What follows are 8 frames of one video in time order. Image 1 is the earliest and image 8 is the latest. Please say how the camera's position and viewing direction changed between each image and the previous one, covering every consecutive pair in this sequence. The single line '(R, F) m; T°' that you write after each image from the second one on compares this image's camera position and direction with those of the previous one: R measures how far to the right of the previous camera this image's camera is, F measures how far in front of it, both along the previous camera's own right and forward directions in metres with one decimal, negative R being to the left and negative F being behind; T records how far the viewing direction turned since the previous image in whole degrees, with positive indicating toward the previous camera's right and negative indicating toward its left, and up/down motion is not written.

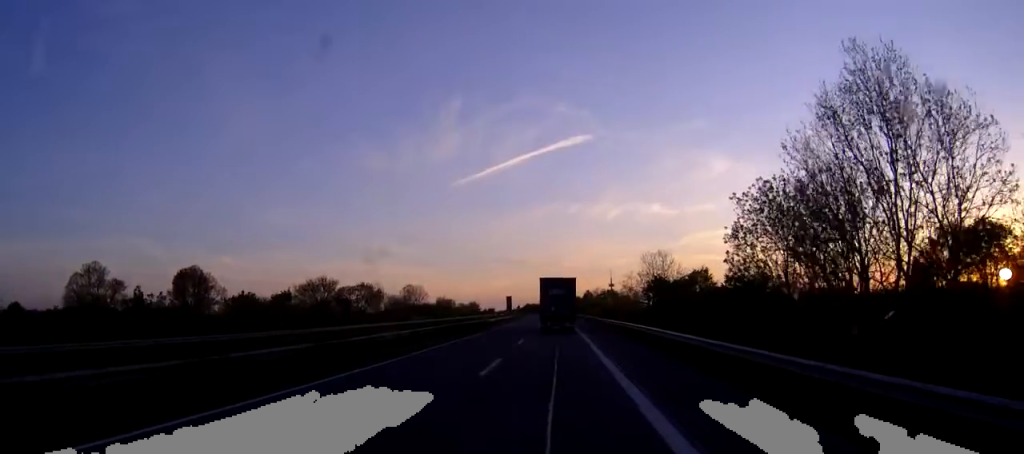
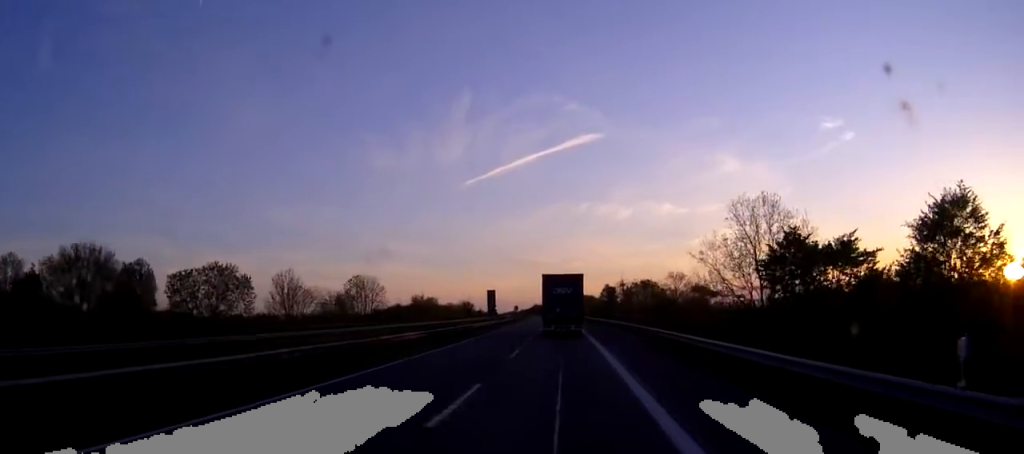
(-0.3, +44.2) m; -1°
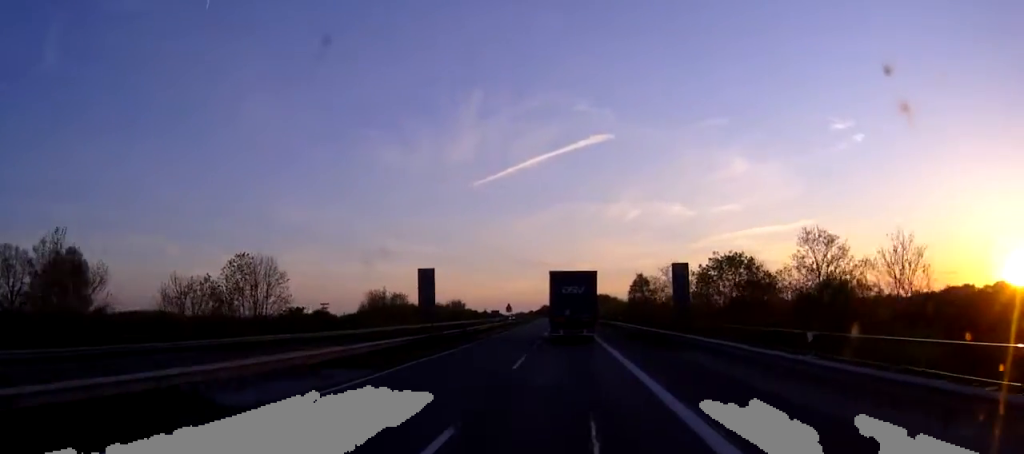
(-0.1, +42.3) m; -1°
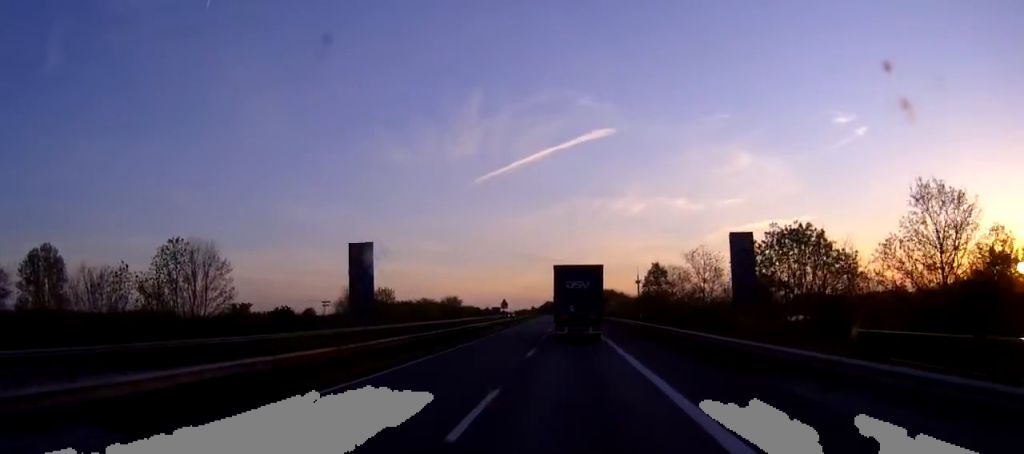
(0.0, +12.9) m; 0°
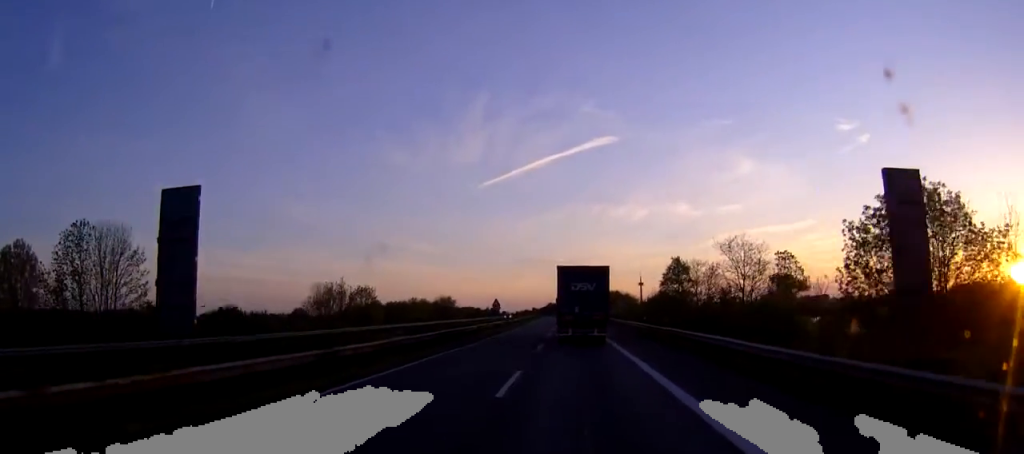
(-0.1, +12.9) m; 0°
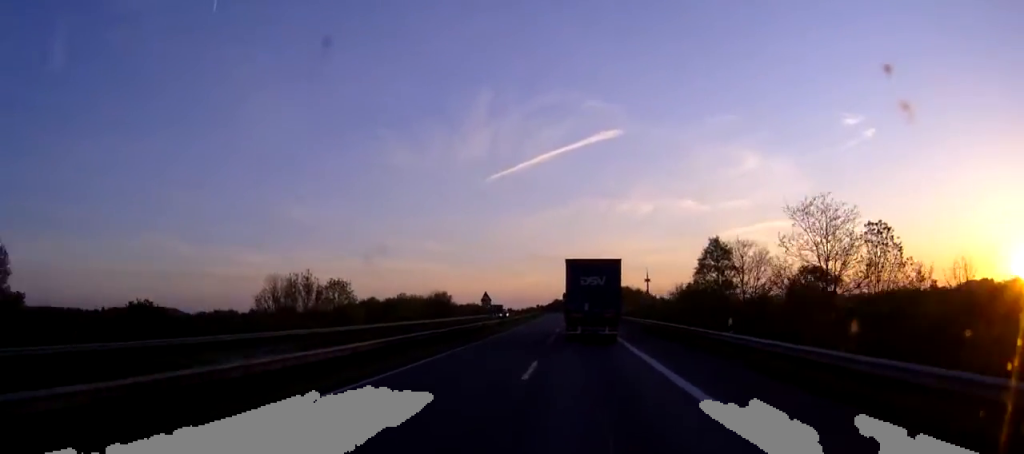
(0.0, +14.7) m; 0°
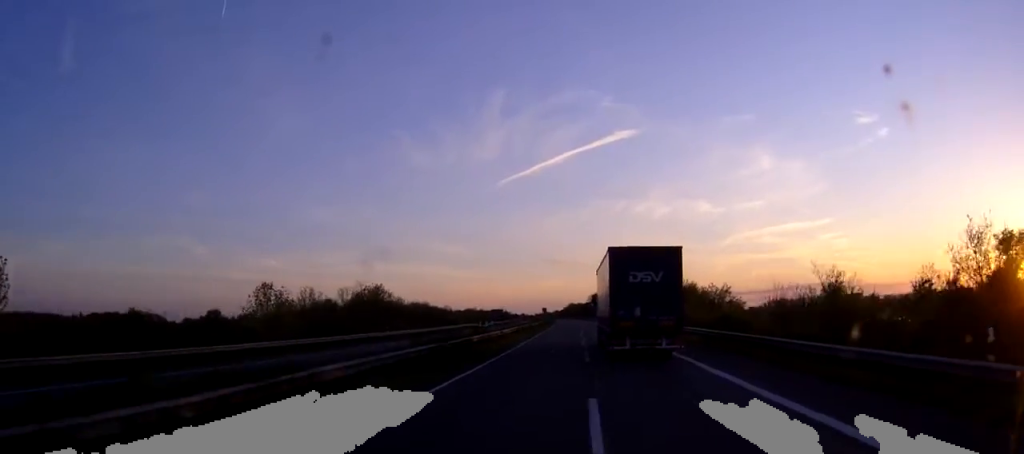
(-0.7, +62.5) m; -1°
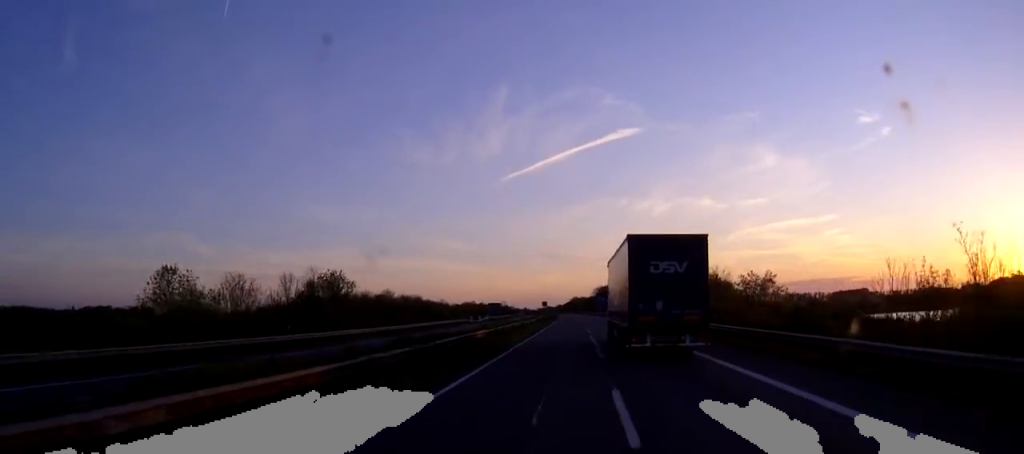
(-0.1, +17.5) m; 0°
